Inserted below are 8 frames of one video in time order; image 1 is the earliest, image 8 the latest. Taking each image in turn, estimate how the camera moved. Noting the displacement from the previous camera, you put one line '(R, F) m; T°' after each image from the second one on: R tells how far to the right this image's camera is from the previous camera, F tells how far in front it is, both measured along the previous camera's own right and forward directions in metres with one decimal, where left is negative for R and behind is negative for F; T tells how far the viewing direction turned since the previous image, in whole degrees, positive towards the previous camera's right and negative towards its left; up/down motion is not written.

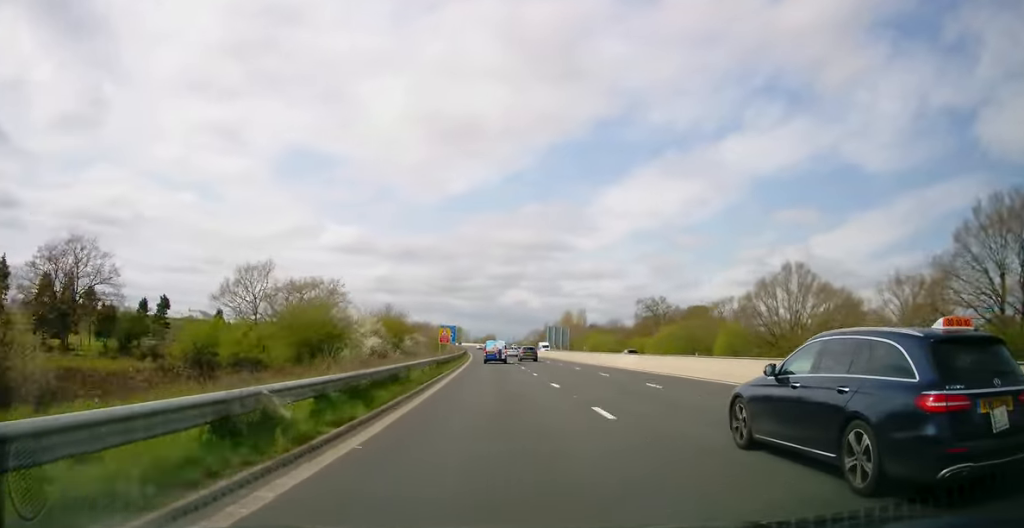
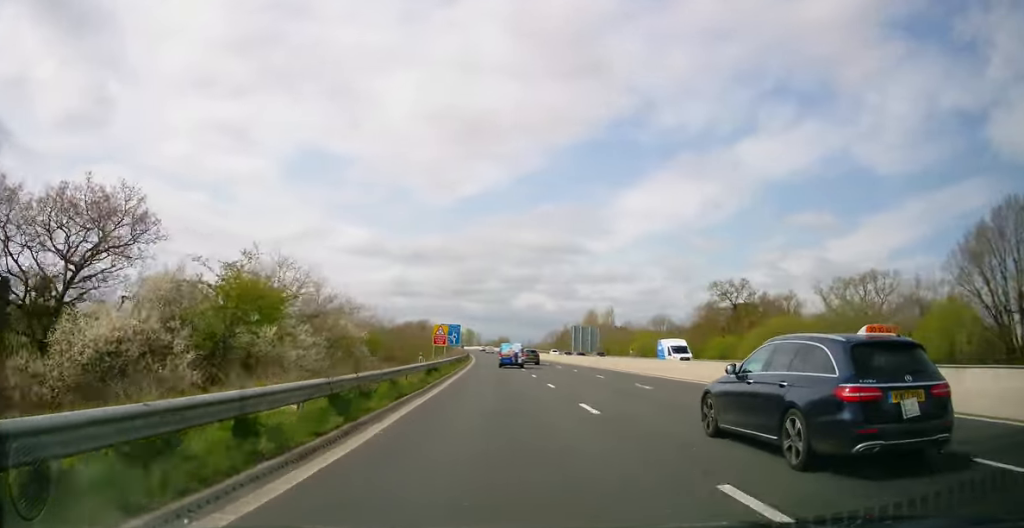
(0.0, +37.4) m; -1°
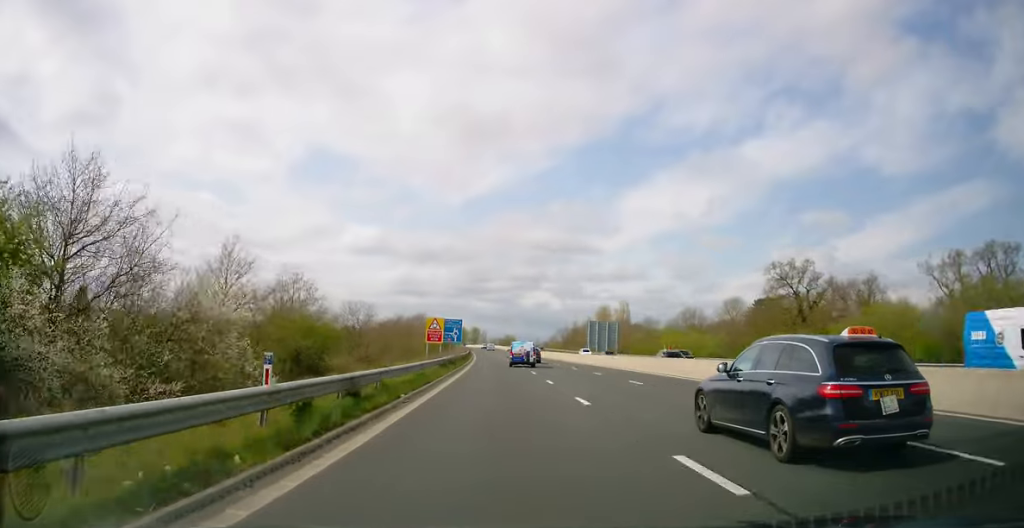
(-0.3, +17.6) m; -1°
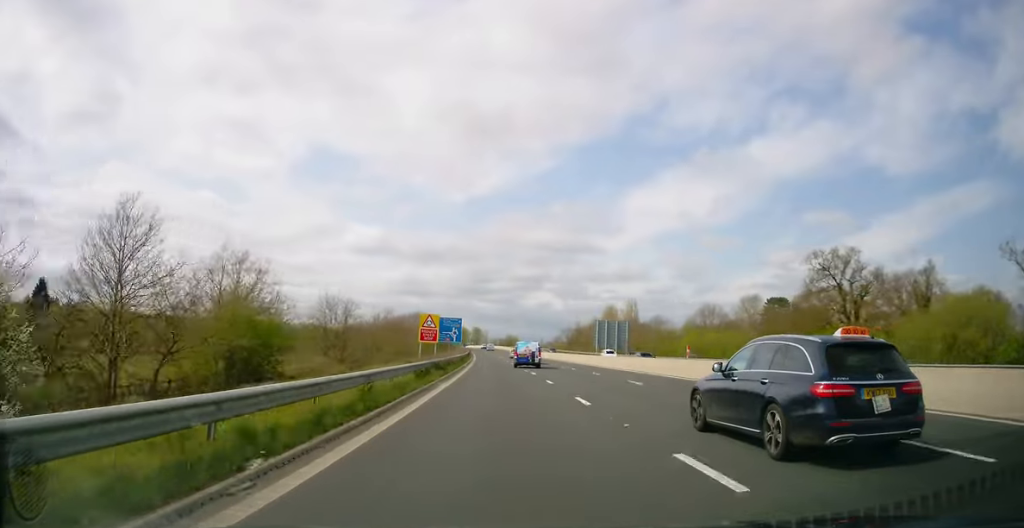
(-0.1, +9.5) m; -1°
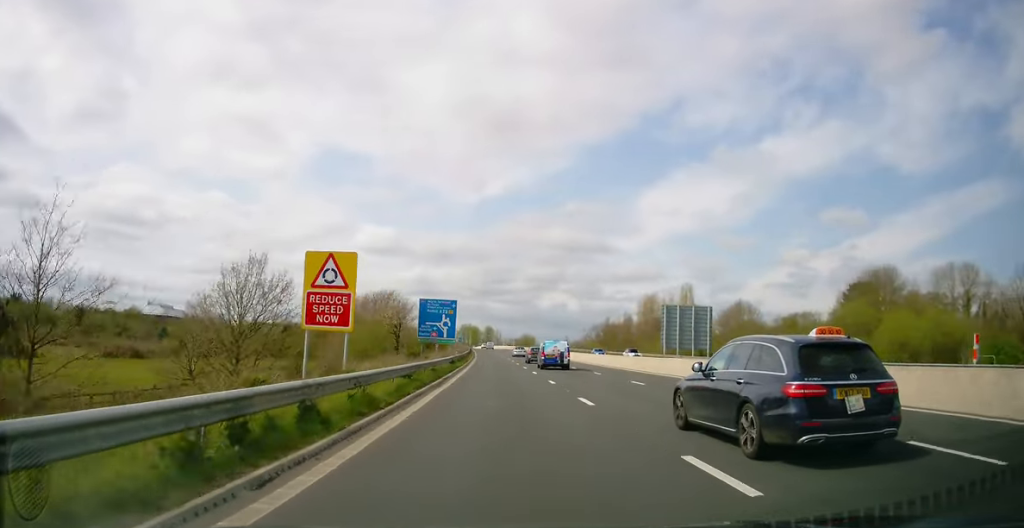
(0.0, +48.5) m; 0°
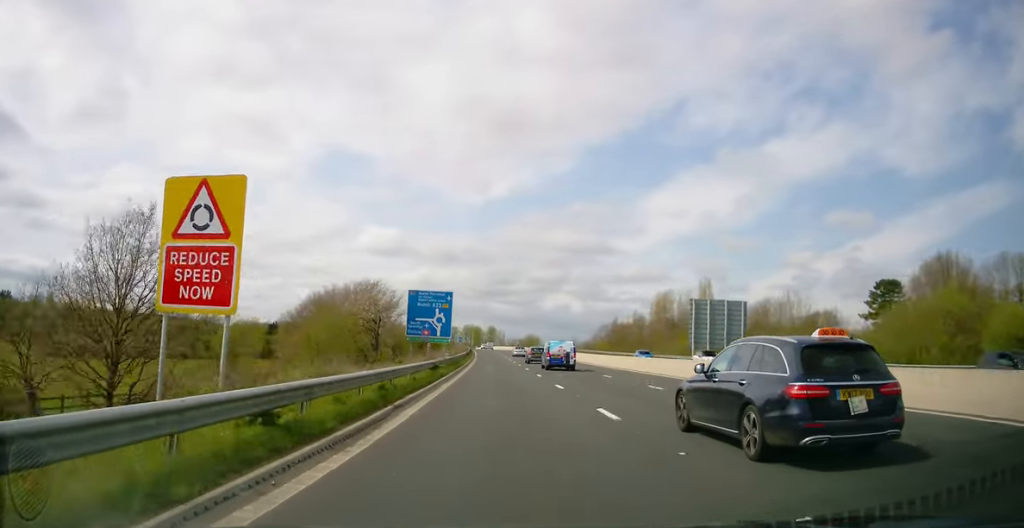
(+0.1, +12.6) m; -1°
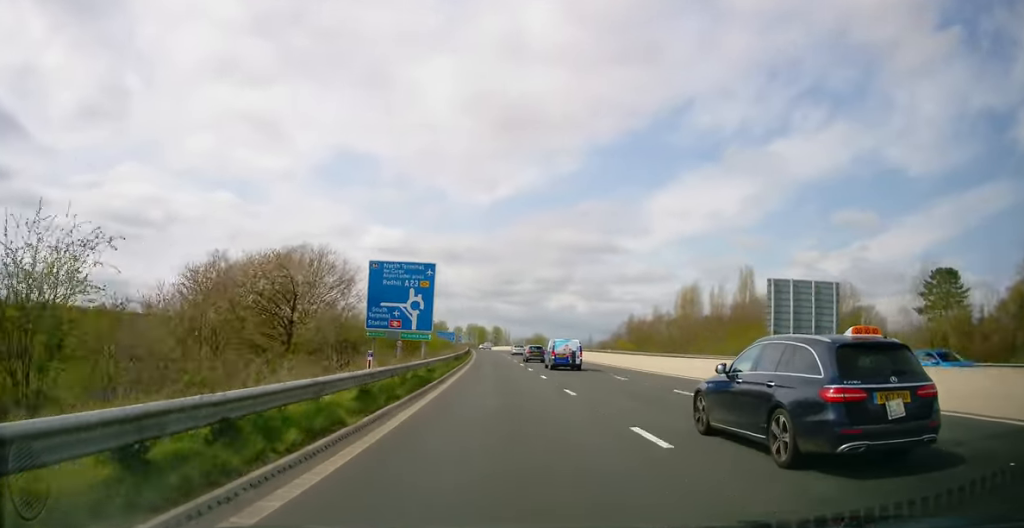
(-0.5, +23.0) m; 0°
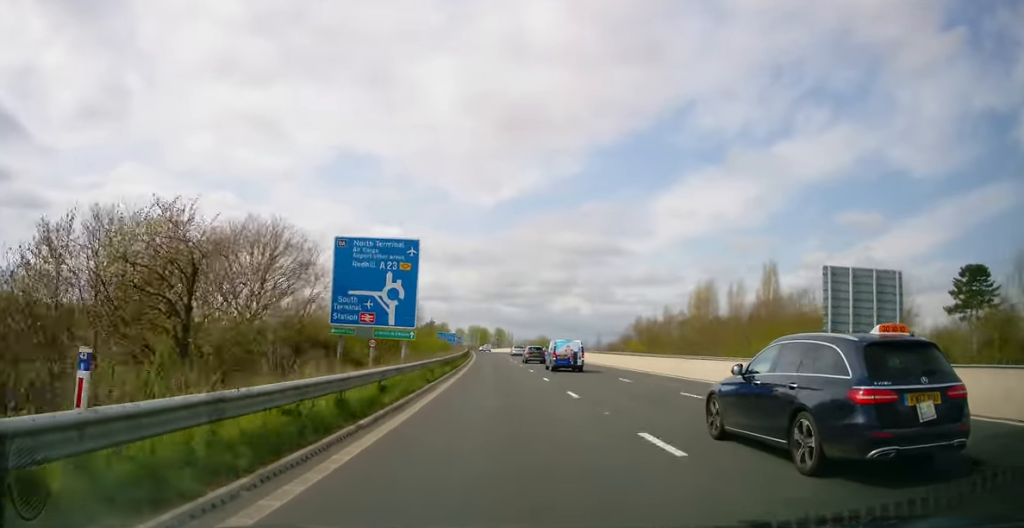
(+0.1, +10.4) m; 0°
